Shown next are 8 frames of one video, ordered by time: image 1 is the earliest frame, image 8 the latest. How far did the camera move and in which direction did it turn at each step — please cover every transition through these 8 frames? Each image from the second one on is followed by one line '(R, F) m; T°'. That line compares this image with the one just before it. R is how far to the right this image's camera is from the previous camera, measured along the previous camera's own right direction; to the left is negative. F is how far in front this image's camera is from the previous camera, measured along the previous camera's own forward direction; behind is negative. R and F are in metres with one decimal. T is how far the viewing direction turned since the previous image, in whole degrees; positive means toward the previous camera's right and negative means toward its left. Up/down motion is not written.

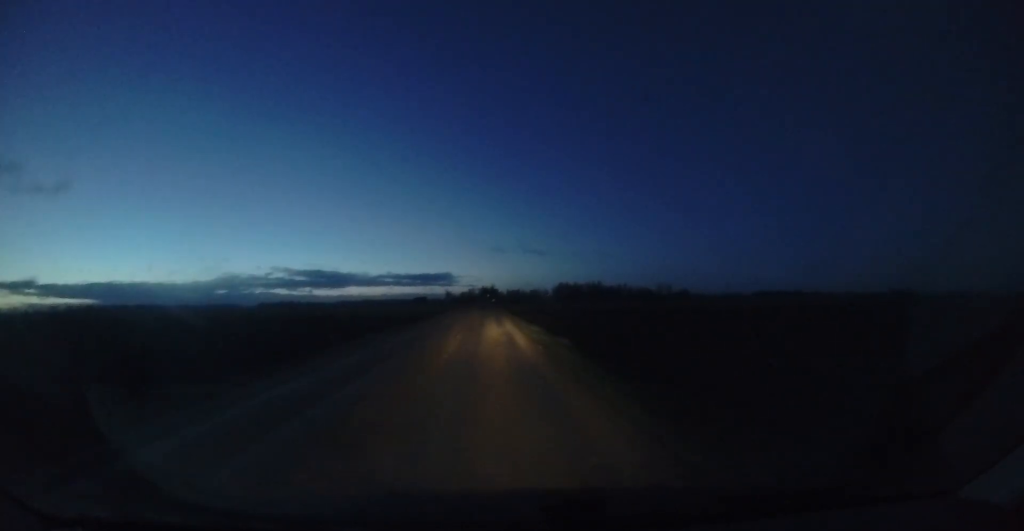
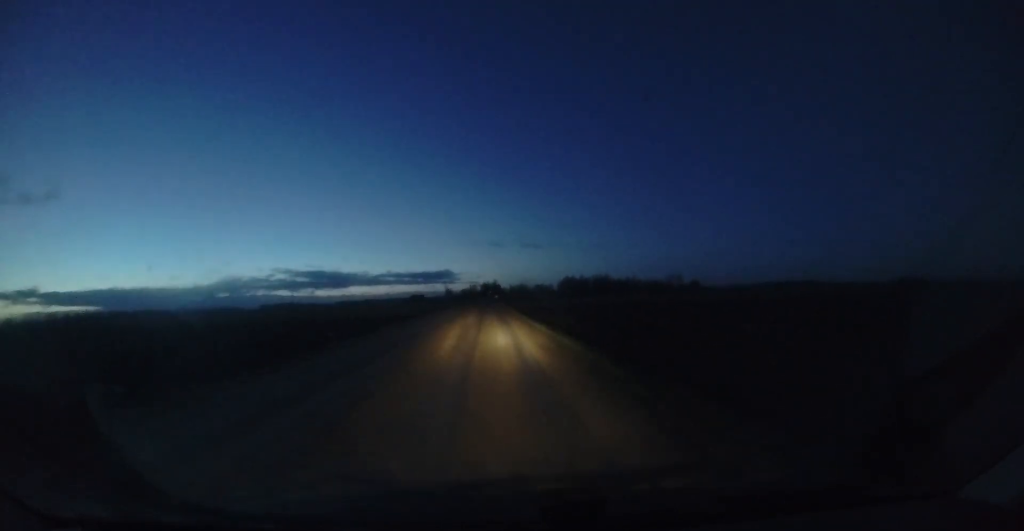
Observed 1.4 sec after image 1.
(-0.2, +22.7) m; -1°
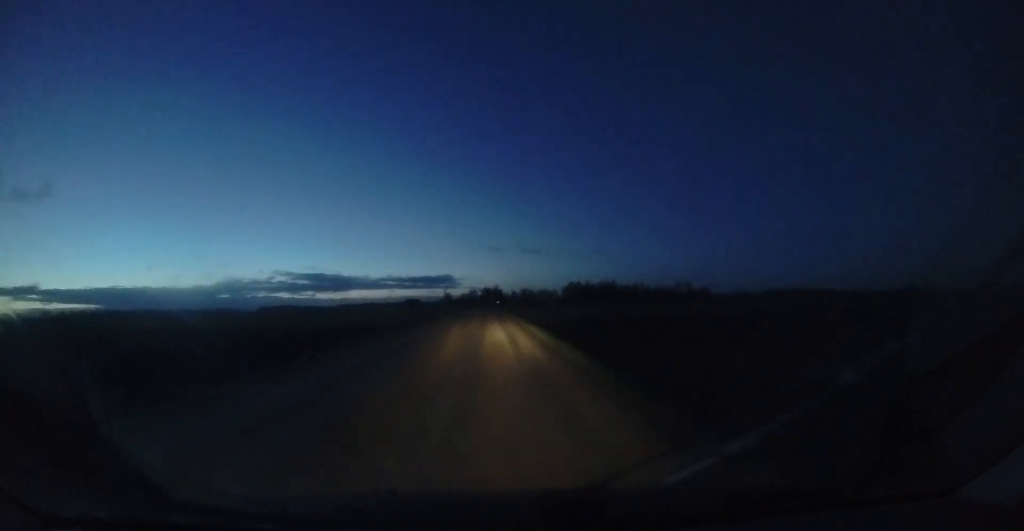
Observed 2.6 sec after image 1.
(+0.1, +21.0) m; 0°
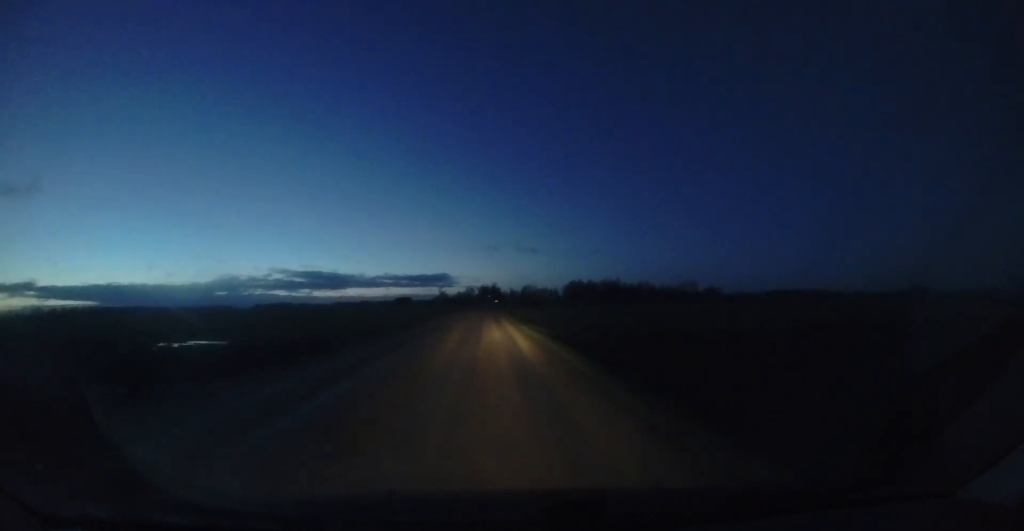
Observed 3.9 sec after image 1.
(-0.2, +20.9) m; 0°
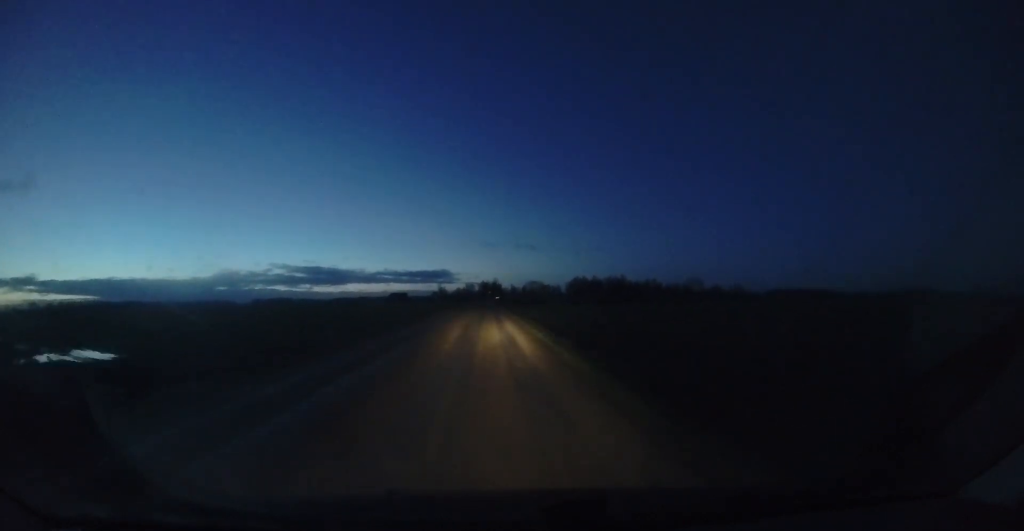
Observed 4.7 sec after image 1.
(0.0, +13.8) m; 0°
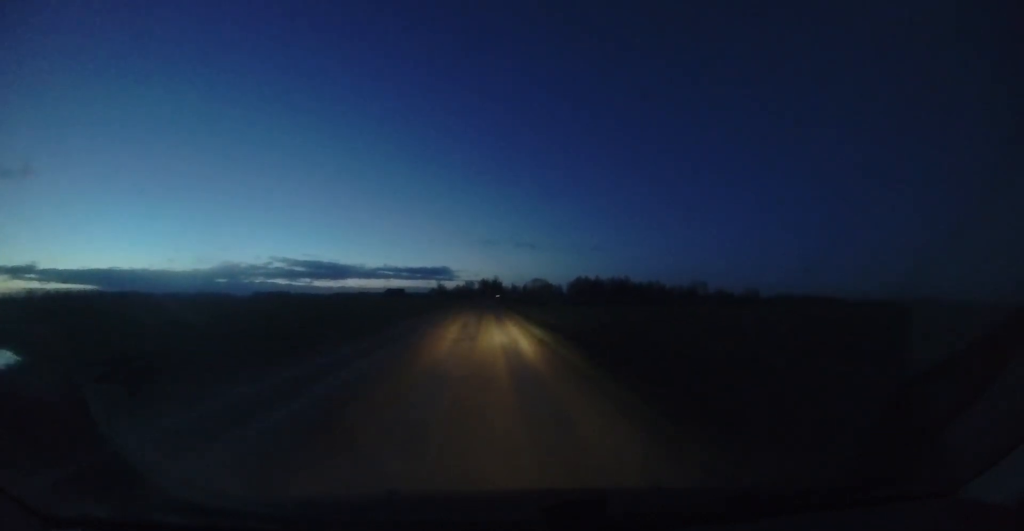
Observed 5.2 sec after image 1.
(+0.1, +8.2) m; 0°
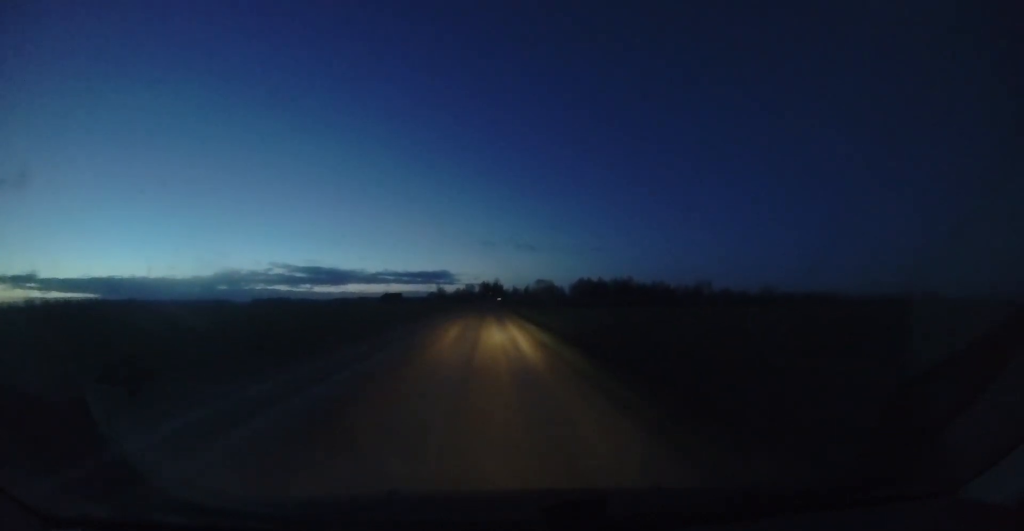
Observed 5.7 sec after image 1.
(0.0, +7.7) m; 0°
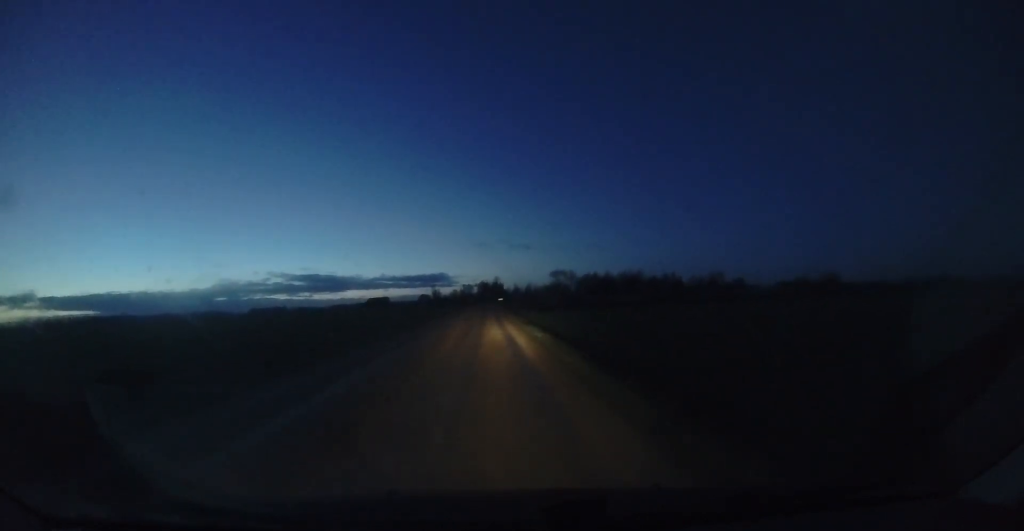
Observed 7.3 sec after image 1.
(-0.4, +27.0) m; 0°
